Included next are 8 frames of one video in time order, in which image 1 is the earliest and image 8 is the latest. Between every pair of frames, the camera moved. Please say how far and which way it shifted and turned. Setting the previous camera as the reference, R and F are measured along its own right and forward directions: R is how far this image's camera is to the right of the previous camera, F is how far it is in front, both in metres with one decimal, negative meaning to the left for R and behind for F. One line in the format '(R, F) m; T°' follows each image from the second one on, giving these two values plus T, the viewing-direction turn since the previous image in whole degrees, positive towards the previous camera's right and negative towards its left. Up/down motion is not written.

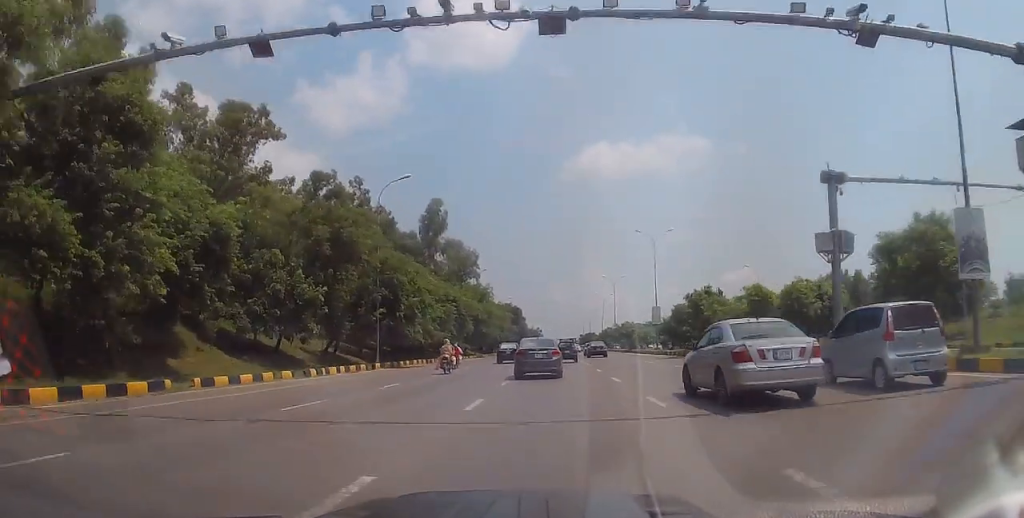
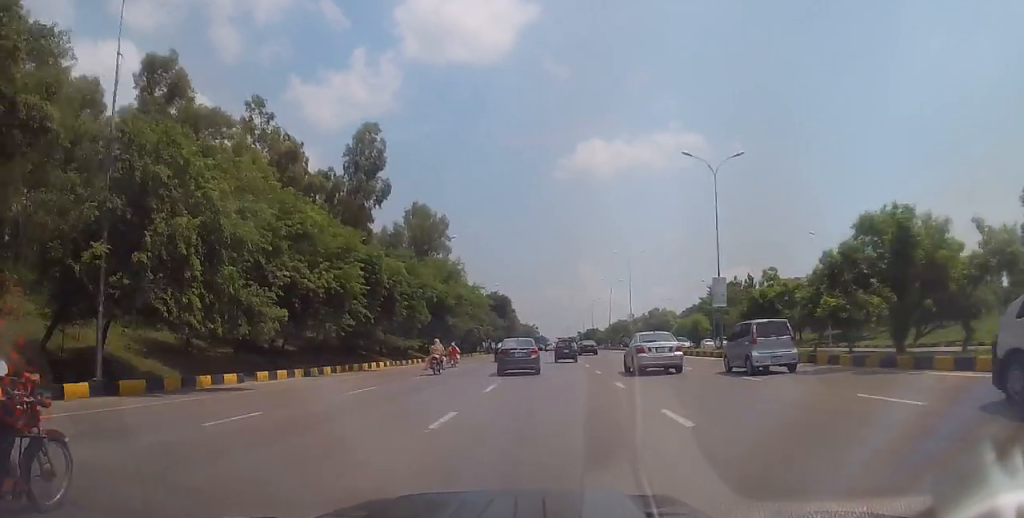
(0.0, +27.2) m; 0°
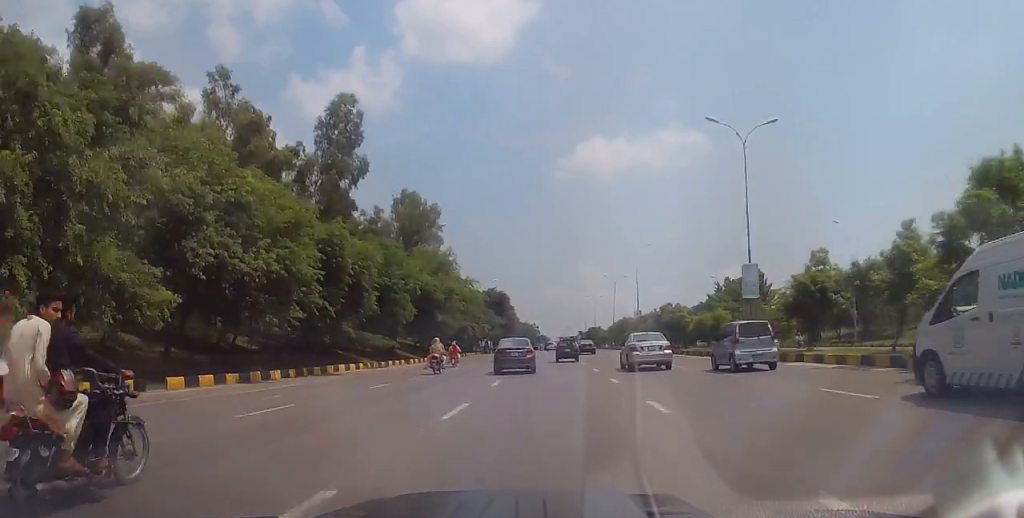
(0.0, +6.3) m; 0°
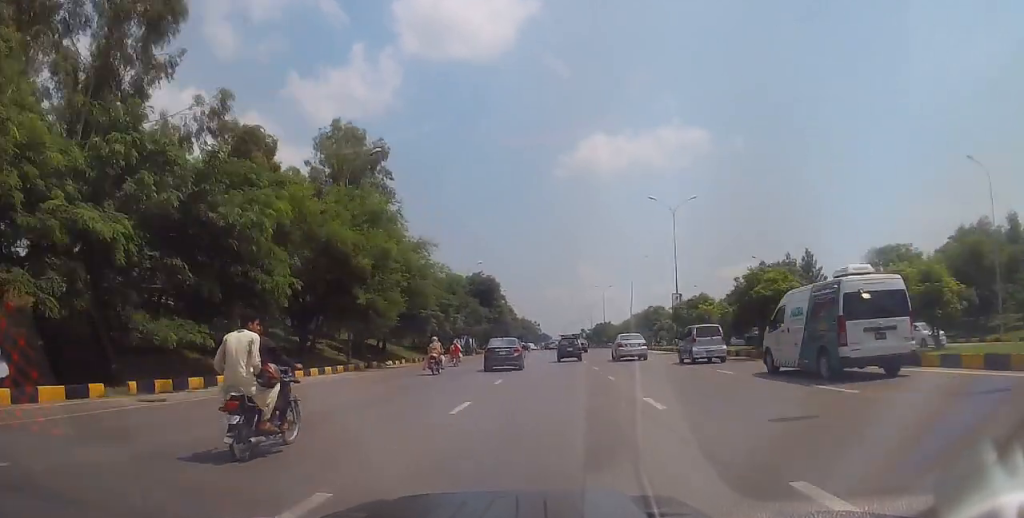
(-0.1, +23.5) m; 0°
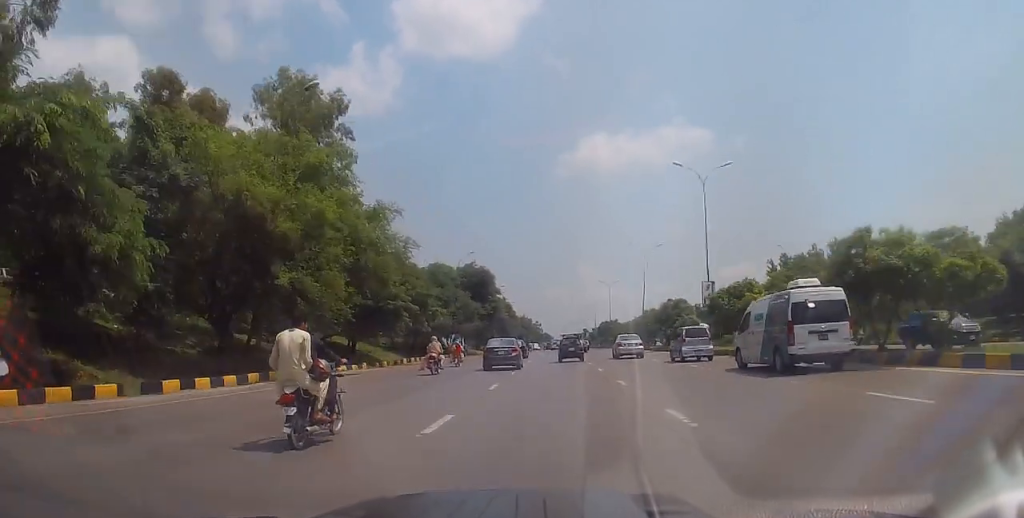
(+0.1, +10.4) m; 0°
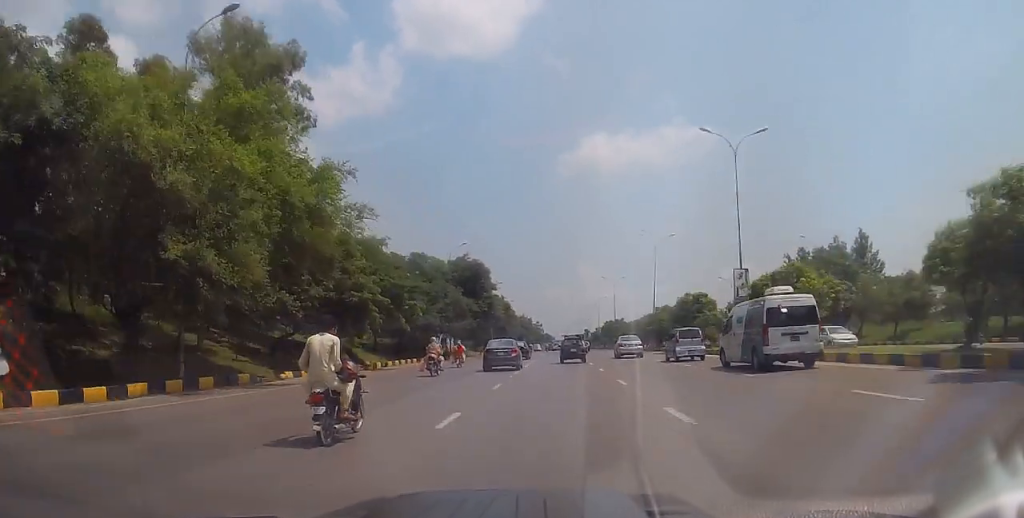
(+0.1, +7.5) m; 0°
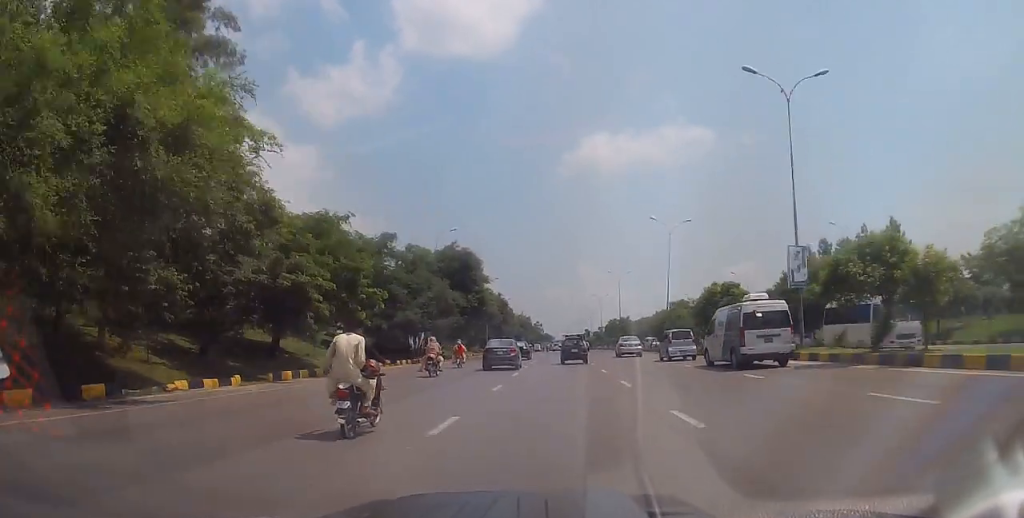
(-0.1, +8.4) m; 0°
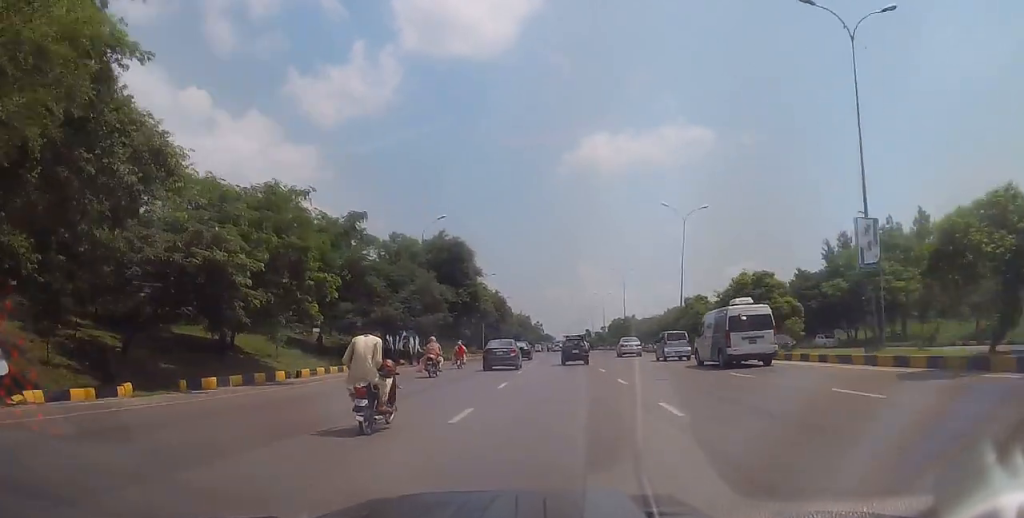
(-0.1, +6.5) m; 0°
